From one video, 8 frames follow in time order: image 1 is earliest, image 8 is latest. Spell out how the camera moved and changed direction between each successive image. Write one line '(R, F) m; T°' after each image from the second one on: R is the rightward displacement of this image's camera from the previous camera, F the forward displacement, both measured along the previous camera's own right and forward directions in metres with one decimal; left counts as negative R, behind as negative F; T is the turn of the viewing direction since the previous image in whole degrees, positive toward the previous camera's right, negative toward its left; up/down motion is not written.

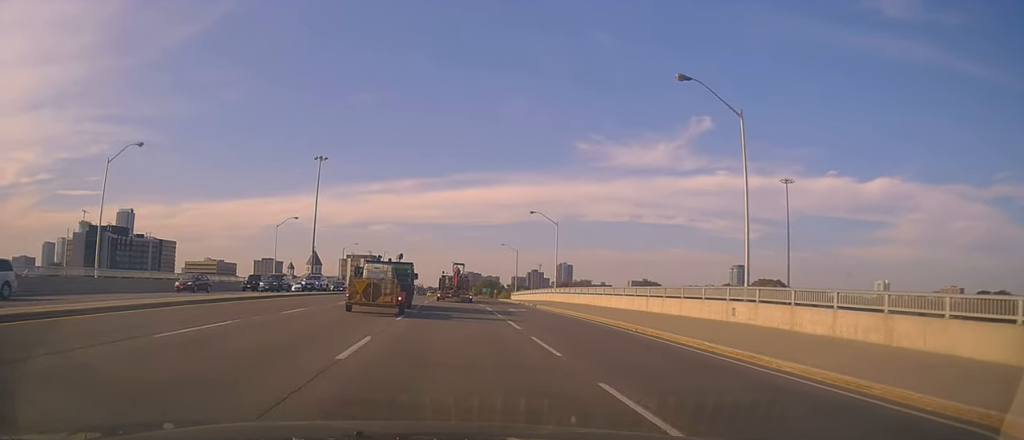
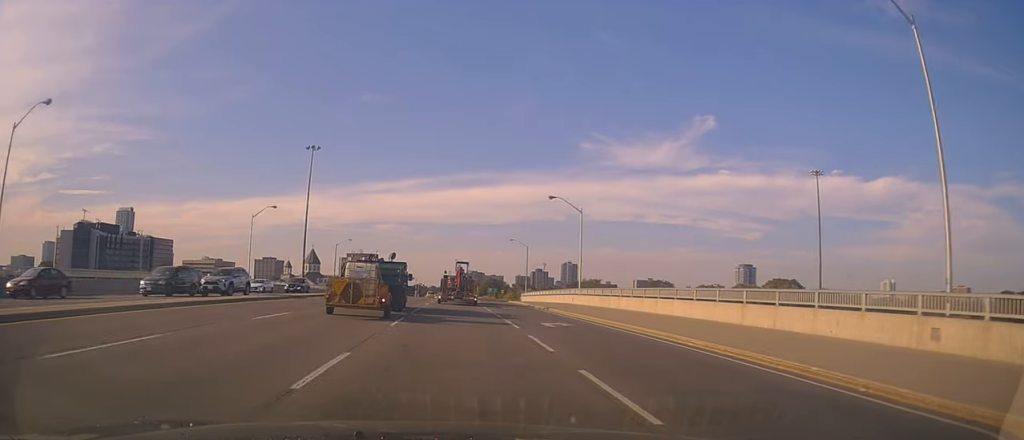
(-0.7, +12.0) m; 0°
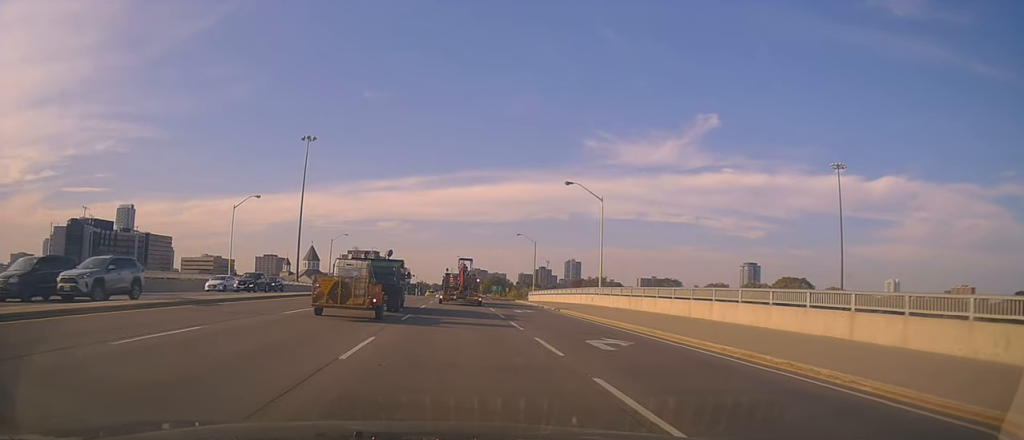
(+0.4, +7.5) m; +2°
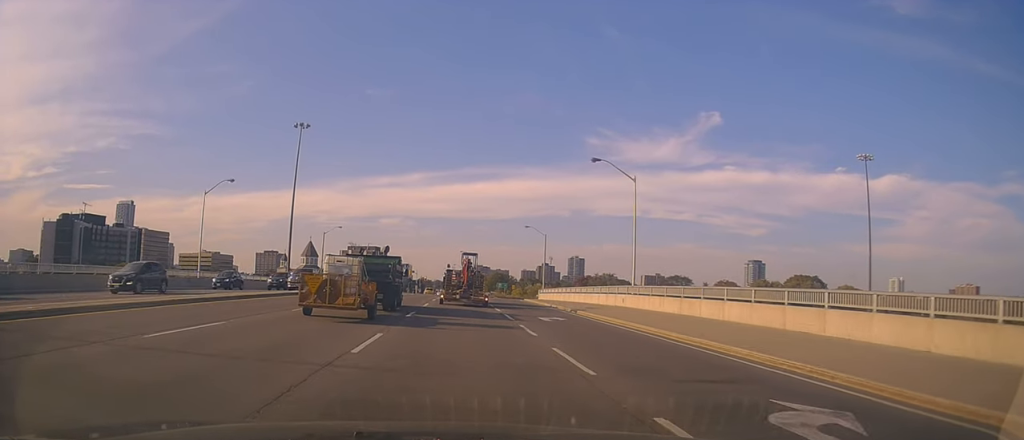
(+0.1, +9.9) m; 0°
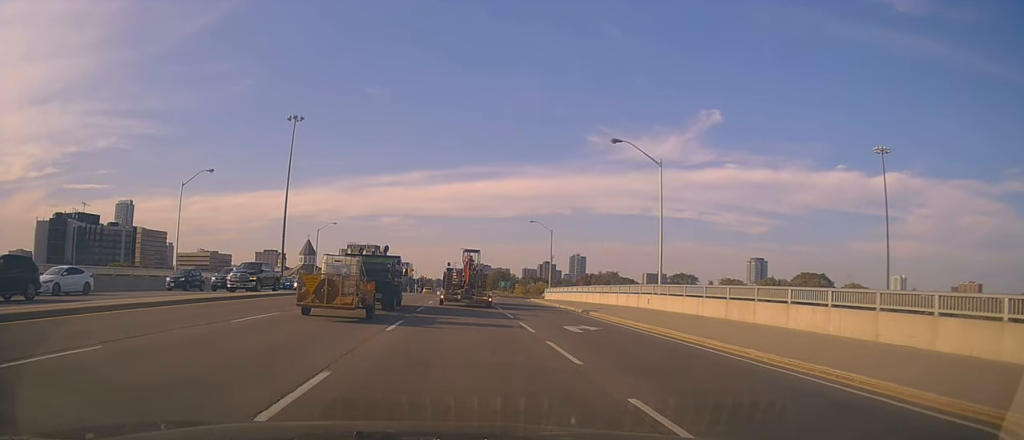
(0.0, +6.7) m; -1°
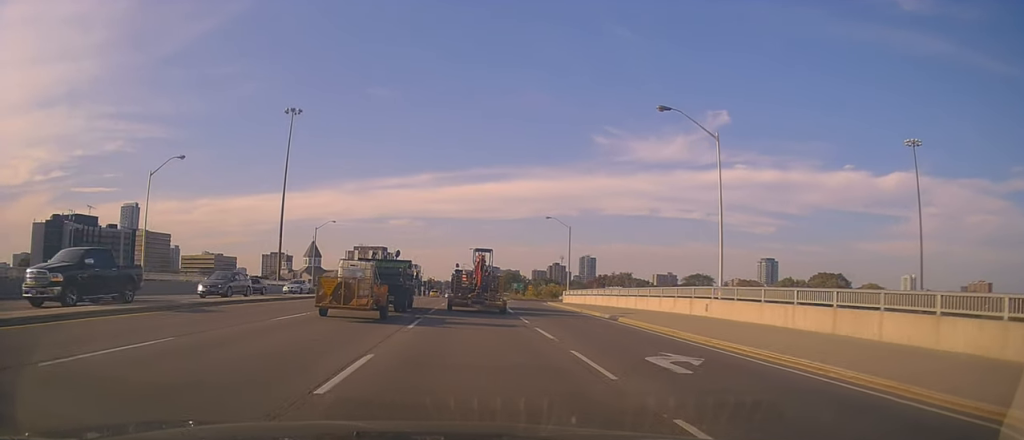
(-0.3, +9.4) m; -2°
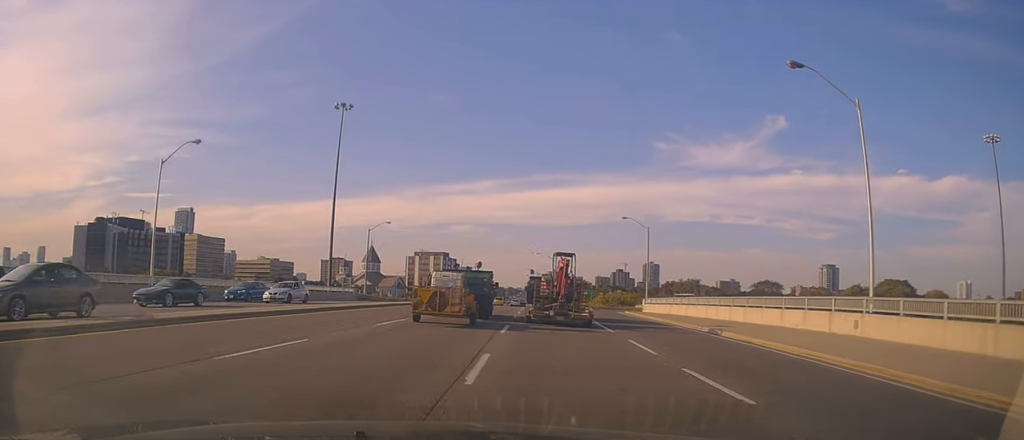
(-0.1, +7.9) m; -3°
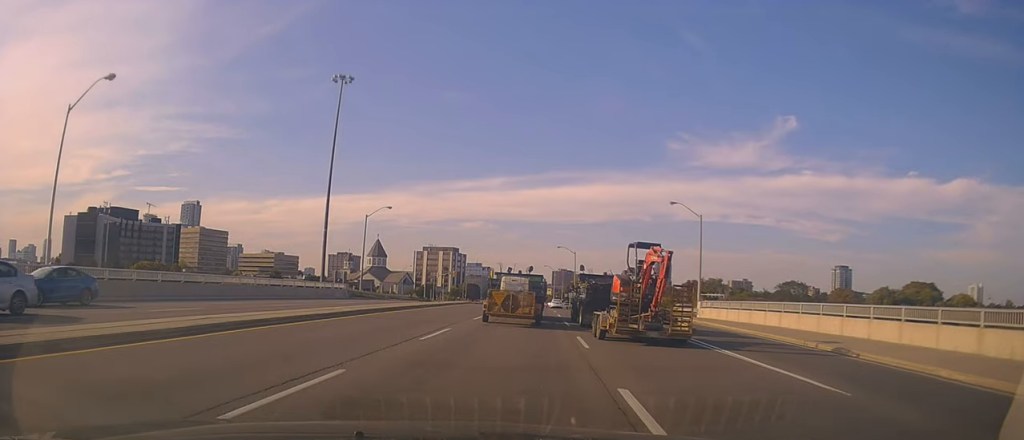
(-0.5, +10.8) m; -2°
